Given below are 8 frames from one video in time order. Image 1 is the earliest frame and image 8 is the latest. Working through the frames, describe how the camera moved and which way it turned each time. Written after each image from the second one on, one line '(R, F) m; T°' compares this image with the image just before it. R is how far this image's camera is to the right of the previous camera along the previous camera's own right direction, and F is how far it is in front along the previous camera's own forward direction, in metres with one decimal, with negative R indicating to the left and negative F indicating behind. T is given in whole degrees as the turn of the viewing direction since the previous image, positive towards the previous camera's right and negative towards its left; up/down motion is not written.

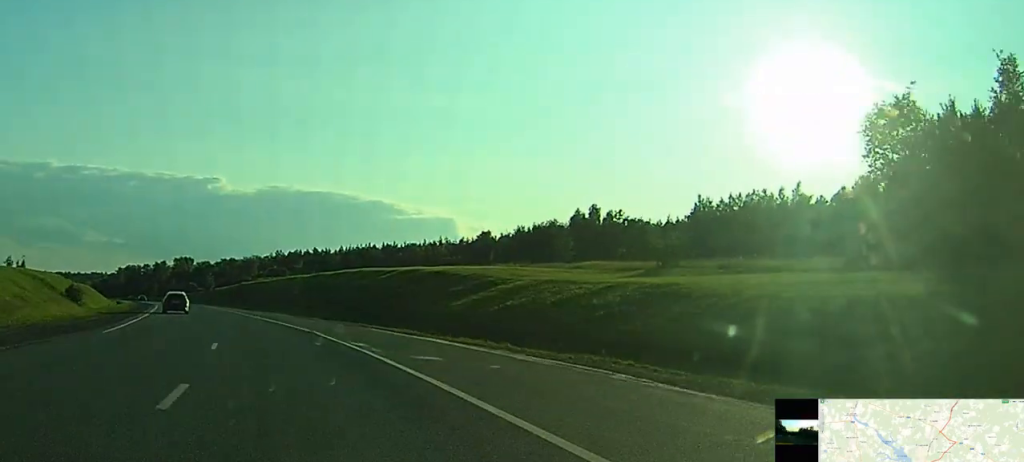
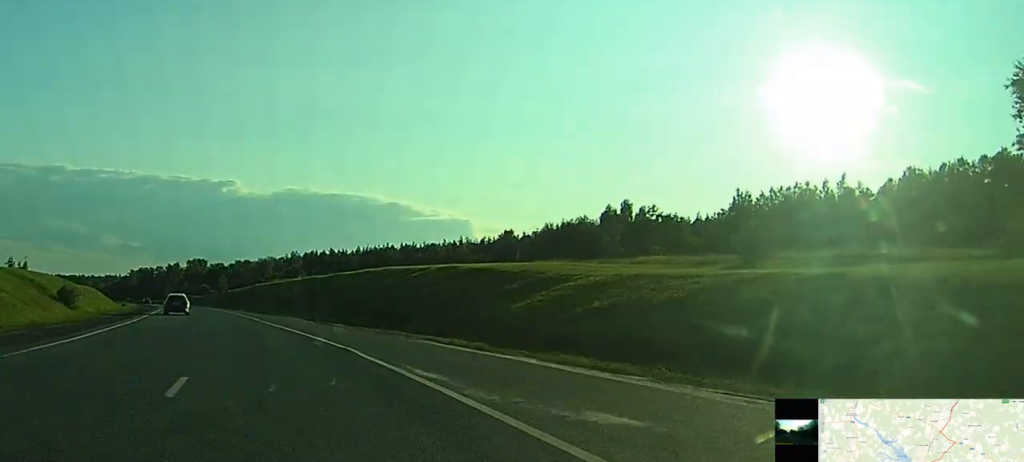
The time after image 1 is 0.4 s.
(-0.3, +10.4) m; -1°
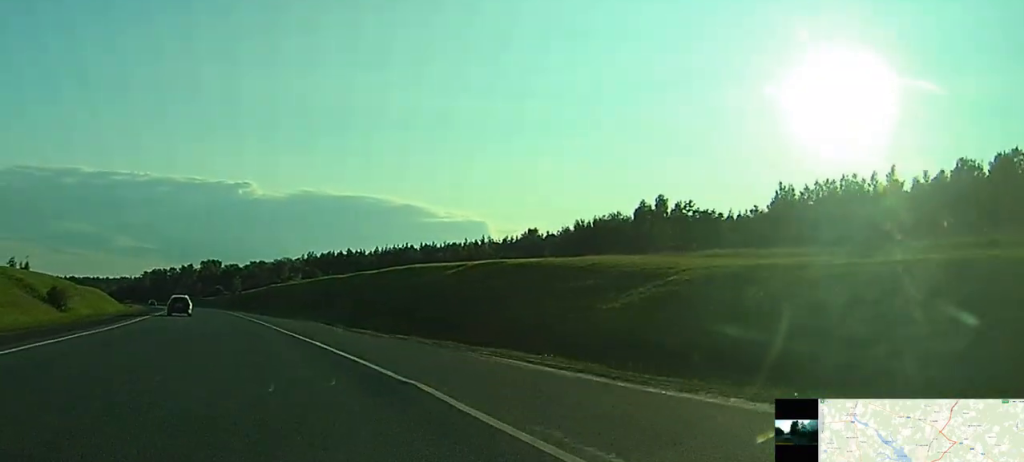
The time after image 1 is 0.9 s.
(-0.1, +10.4) m; -1°
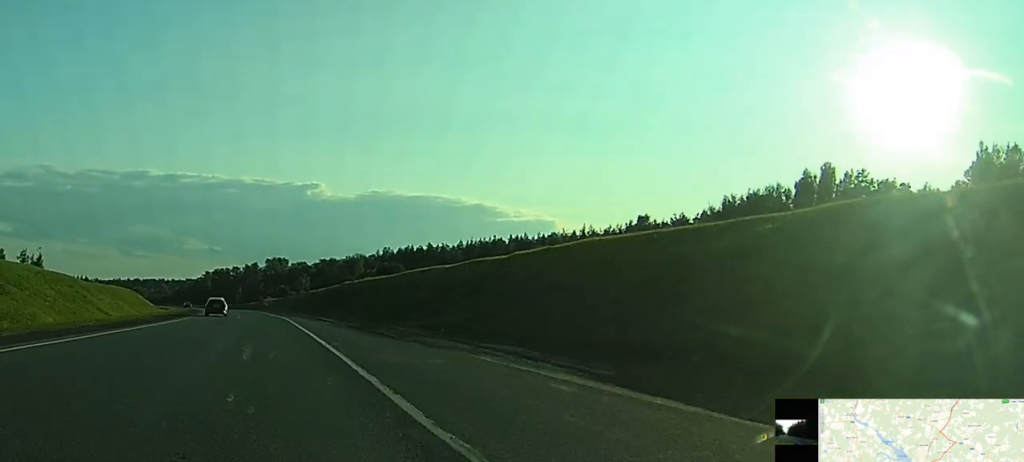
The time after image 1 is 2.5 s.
(-0.7, +38.0) m; -2°
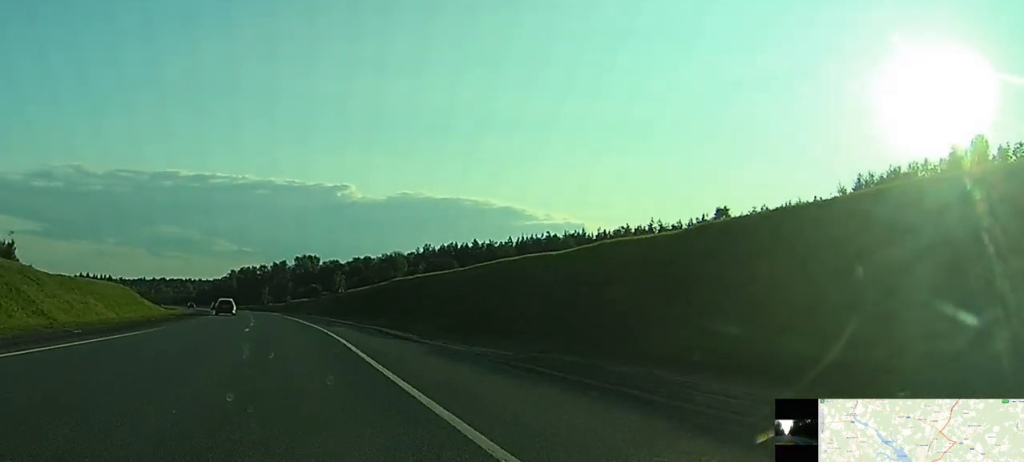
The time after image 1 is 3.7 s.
(-0.2, +30.2) m; -1°
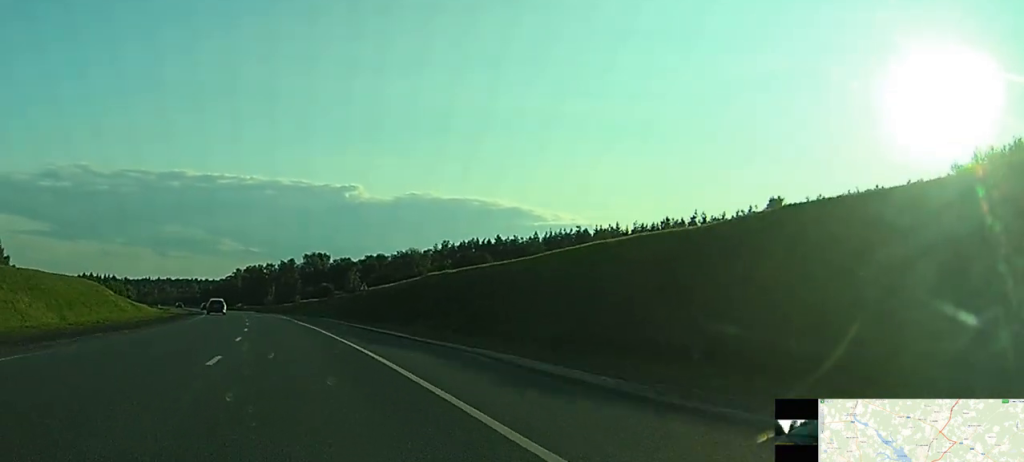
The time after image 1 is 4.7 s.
(-0.2, +22.3) m; -2°
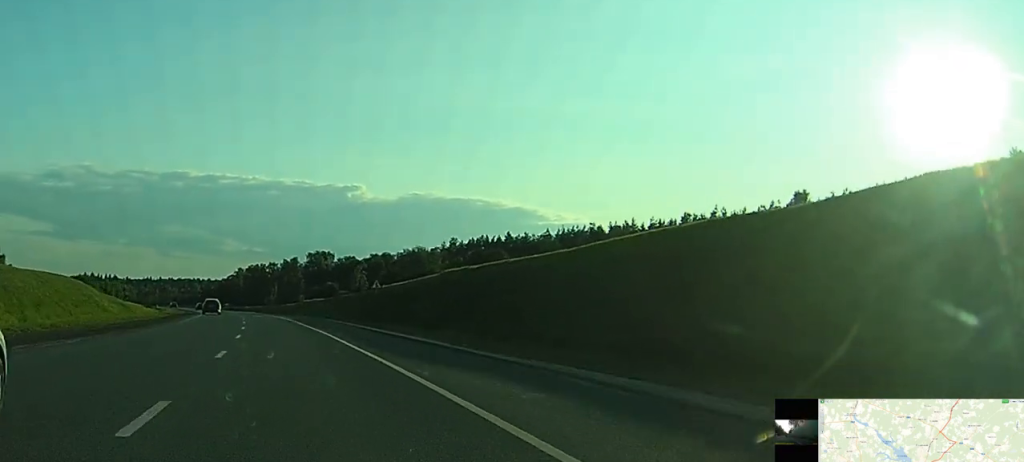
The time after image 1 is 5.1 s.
(-0.2, +9.5) m; 0°
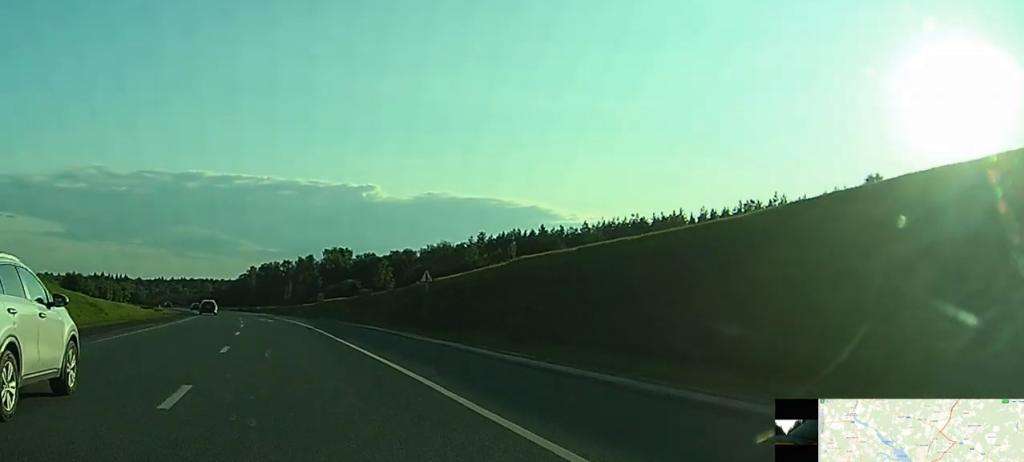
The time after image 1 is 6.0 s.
(-0.2, +21.5) m; -1°
